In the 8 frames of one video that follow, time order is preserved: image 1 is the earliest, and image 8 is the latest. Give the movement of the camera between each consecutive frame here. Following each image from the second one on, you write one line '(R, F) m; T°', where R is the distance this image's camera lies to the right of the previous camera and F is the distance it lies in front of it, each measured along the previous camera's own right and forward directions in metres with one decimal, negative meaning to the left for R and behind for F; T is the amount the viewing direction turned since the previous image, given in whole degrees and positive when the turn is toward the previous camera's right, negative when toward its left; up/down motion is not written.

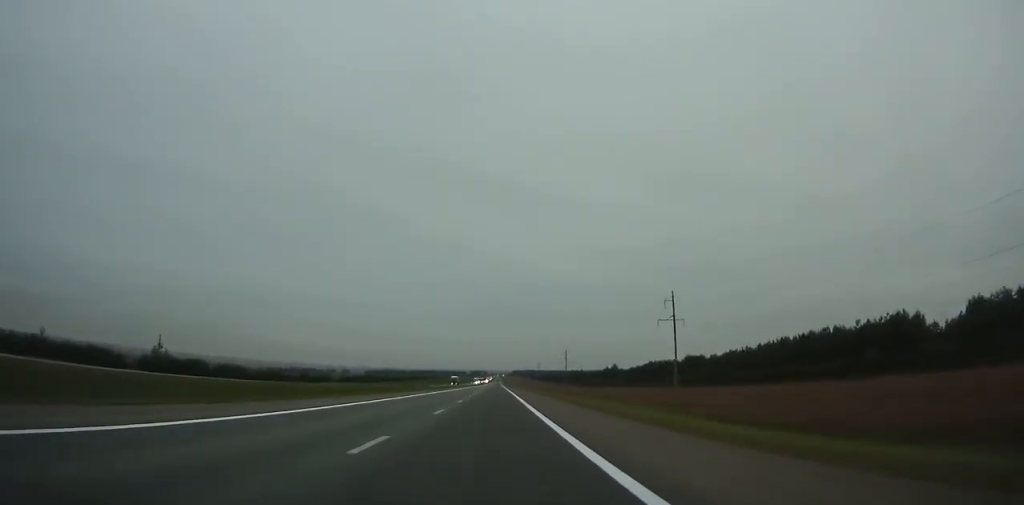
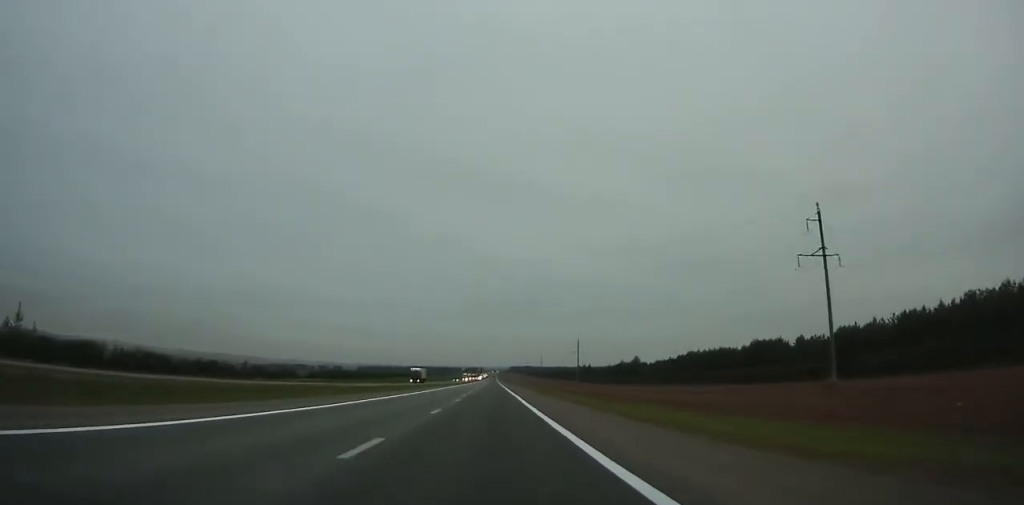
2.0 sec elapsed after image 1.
(0.0, +59.5) m; 0°
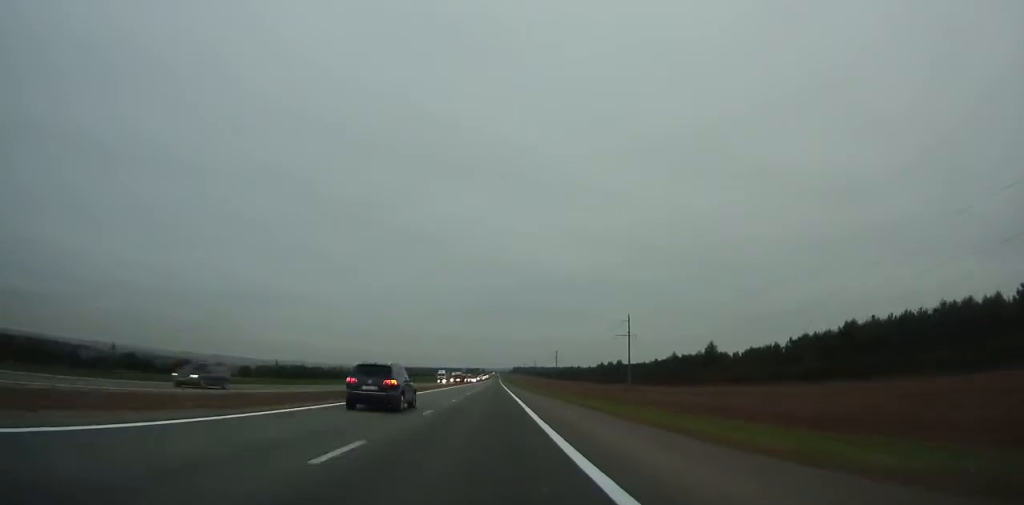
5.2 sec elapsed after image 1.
(+0.1, +95.9) m; 0°
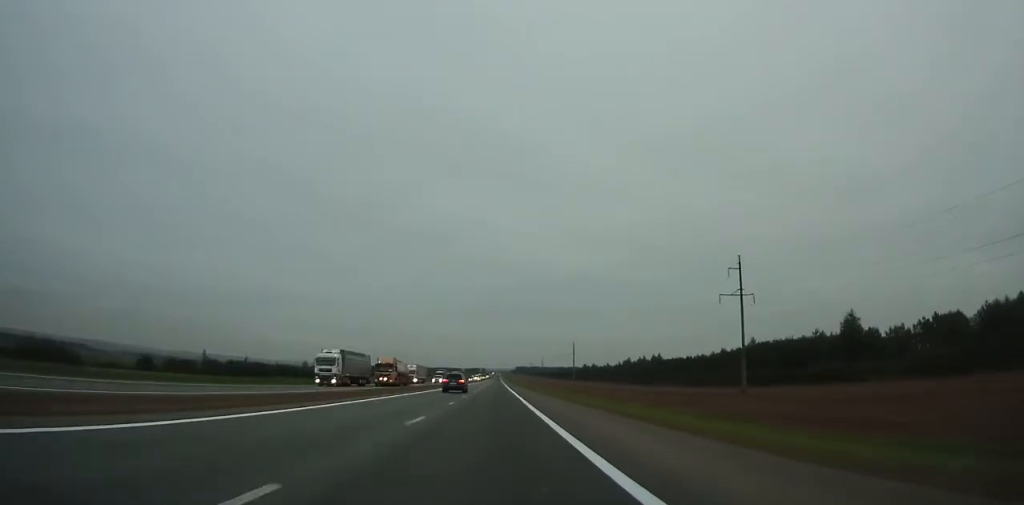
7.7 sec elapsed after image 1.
(-0.3, +74.6) m; 0°
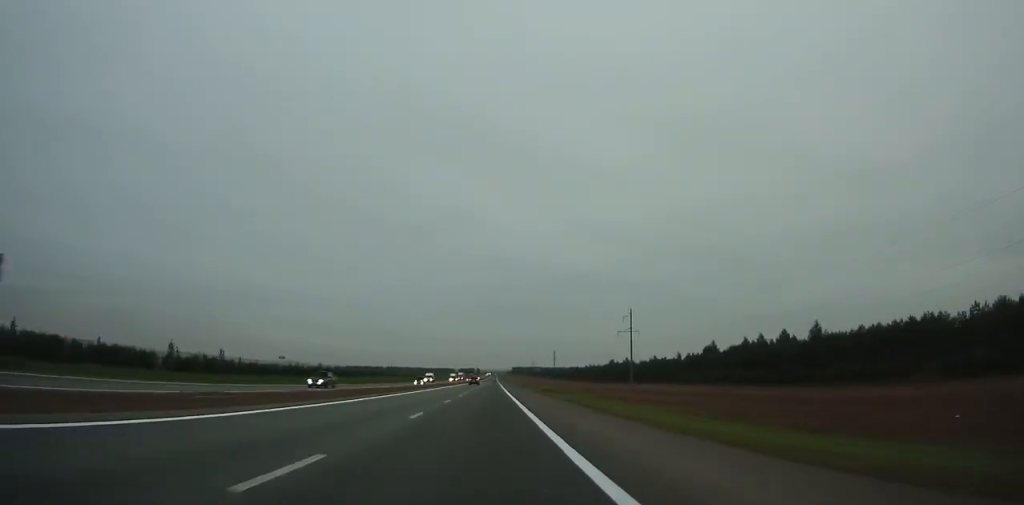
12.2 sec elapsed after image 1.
(0.0, +129.7) m; 0°
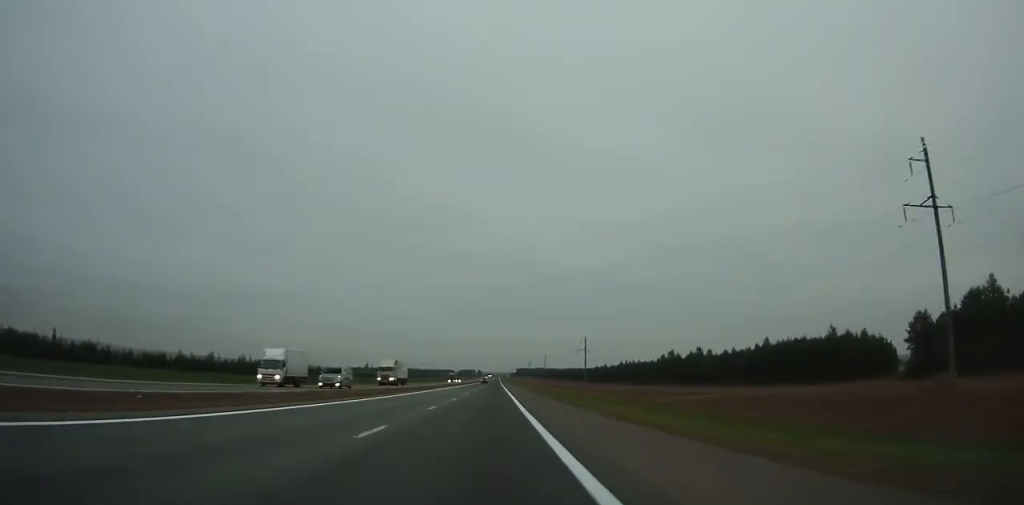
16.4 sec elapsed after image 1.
(+0.5, +116.7) m; 0°
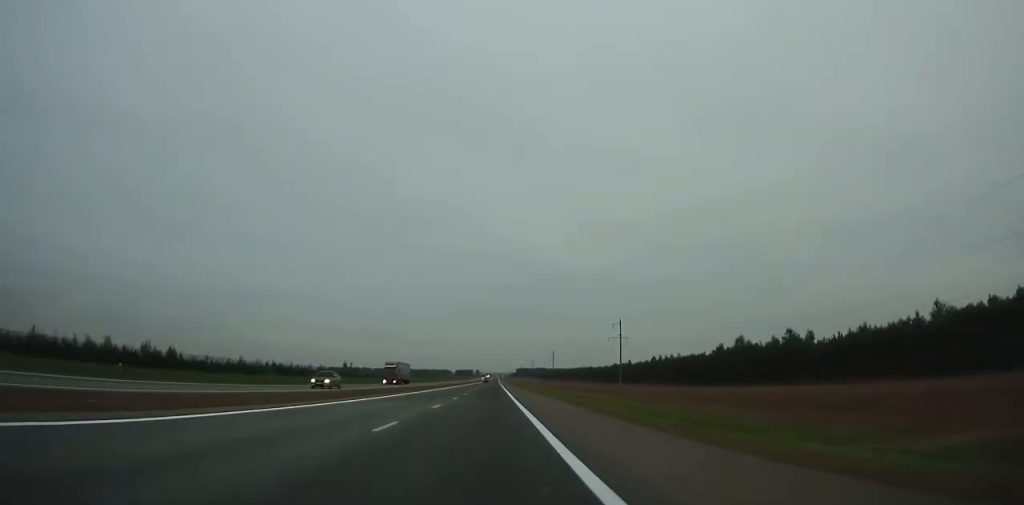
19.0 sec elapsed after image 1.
(-0.2, +71.6) m; 0°
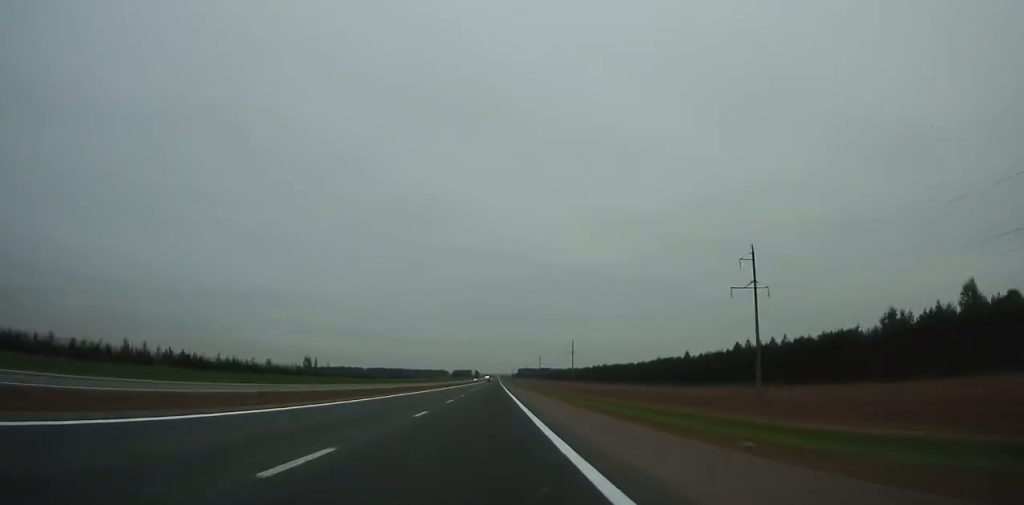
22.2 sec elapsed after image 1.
(0.0, +88.9) m; 0°
